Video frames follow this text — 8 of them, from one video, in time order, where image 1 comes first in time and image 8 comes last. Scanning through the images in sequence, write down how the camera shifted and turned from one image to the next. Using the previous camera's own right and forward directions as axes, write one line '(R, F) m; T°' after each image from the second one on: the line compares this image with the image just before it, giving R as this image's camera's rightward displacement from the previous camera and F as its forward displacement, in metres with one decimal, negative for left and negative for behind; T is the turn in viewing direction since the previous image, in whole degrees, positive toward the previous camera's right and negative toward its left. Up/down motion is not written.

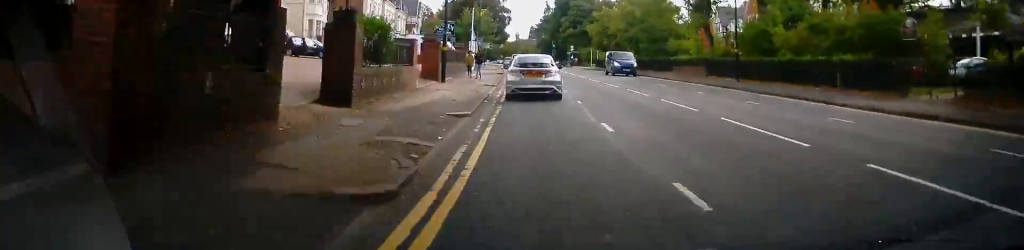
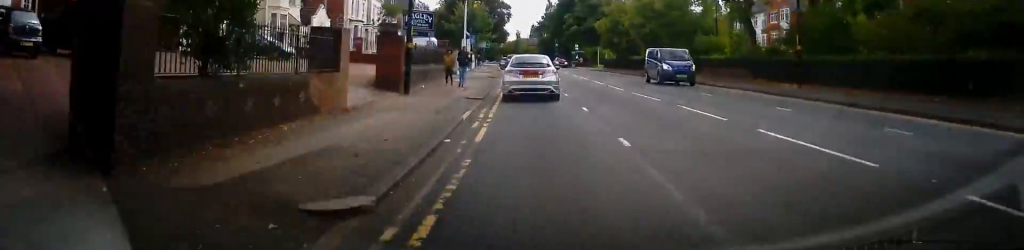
(-0.3, +8.2) m; -2°
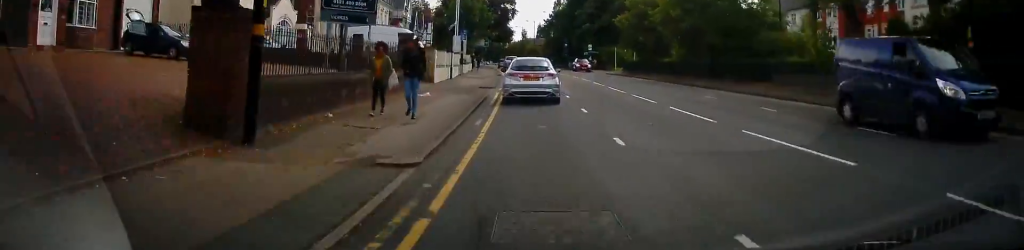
(-0.1, +11.1) m; 0°
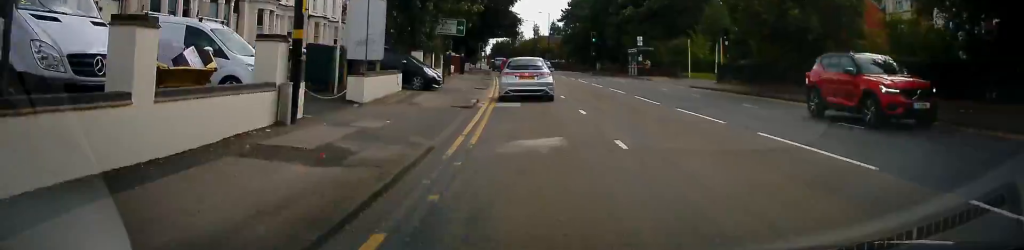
(0.0, +30.1) m; 0°
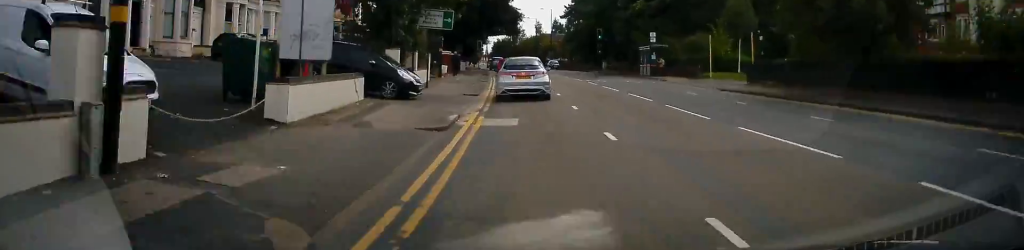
(0.0, +5.1) m; 0°
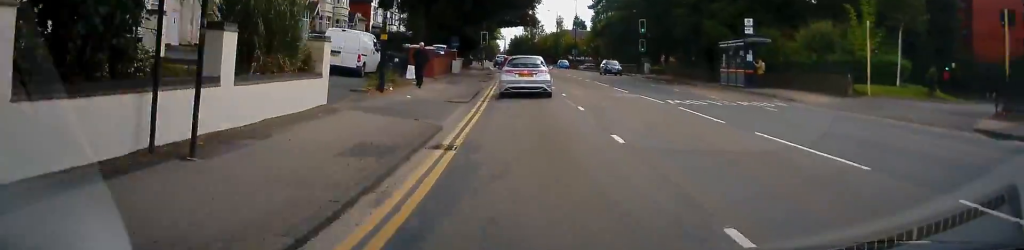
(-0.5, +18.5) m; -4°
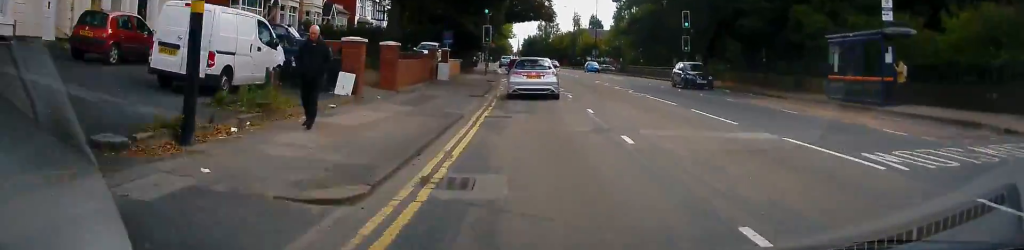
(-0.3, +11.9) m; -2°
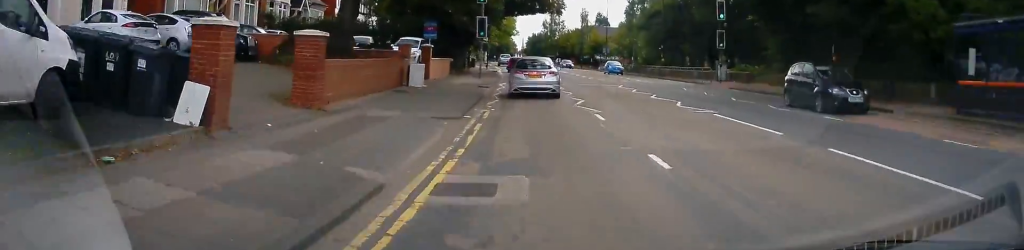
(0.0, +8.0) m; 0°
